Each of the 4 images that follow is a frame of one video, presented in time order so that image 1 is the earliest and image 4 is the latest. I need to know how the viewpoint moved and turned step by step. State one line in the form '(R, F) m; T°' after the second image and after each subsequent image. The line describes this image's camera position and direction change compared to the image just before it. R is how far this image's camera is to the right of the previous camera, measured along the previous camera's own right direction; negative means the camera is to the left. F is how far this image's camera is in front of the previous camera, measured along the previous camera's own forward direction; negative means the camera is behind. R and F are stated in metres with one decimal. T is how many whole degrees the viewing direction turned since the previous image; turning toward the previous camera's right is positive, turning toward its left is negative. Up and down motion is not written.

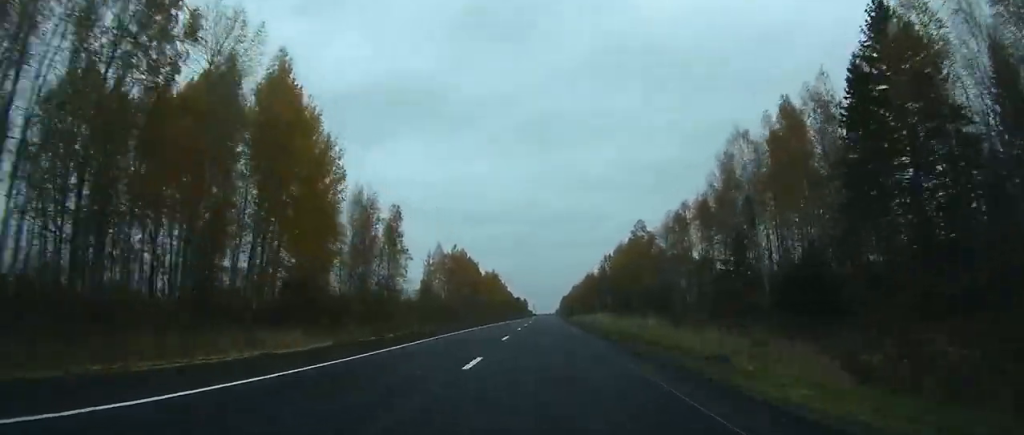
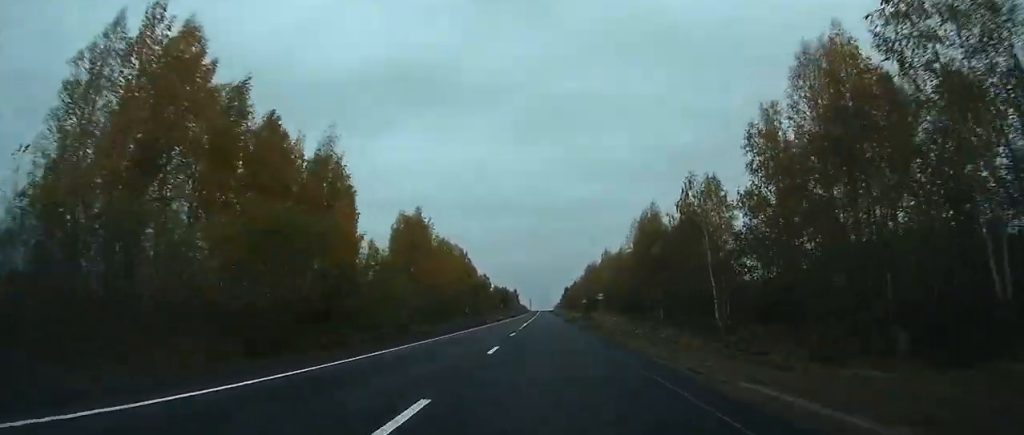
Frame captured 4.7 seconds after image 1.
(+0.3, +126.1) m; 0°
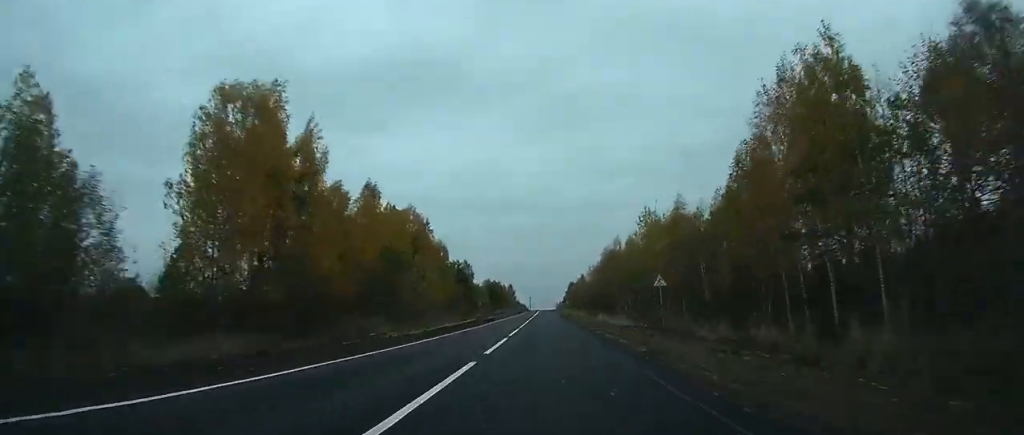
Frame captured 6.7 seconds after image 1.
(+0.1, +56.5) m; 0°
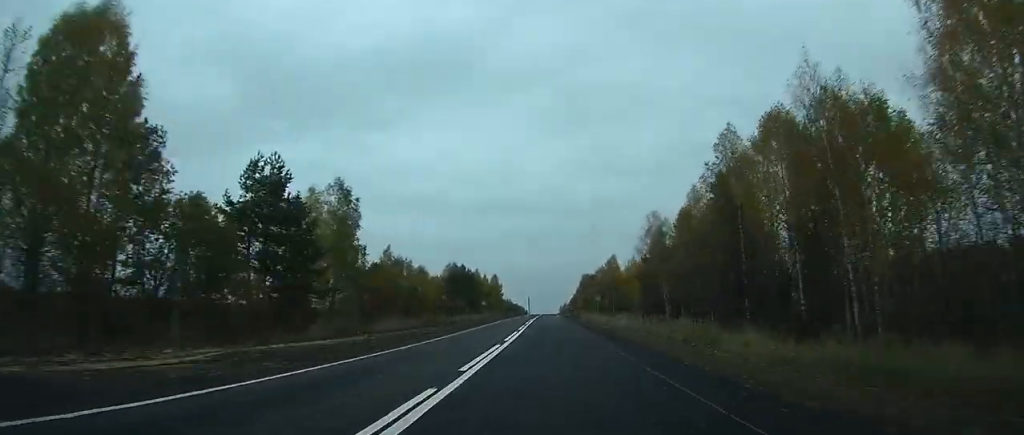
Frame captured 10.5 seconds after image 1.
(+0.1, +100.8) m; 0°
